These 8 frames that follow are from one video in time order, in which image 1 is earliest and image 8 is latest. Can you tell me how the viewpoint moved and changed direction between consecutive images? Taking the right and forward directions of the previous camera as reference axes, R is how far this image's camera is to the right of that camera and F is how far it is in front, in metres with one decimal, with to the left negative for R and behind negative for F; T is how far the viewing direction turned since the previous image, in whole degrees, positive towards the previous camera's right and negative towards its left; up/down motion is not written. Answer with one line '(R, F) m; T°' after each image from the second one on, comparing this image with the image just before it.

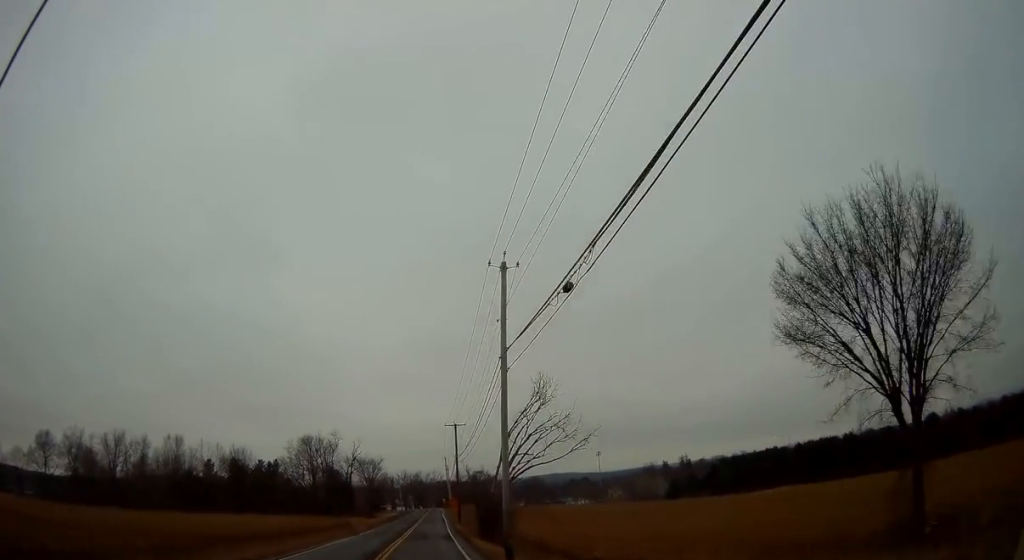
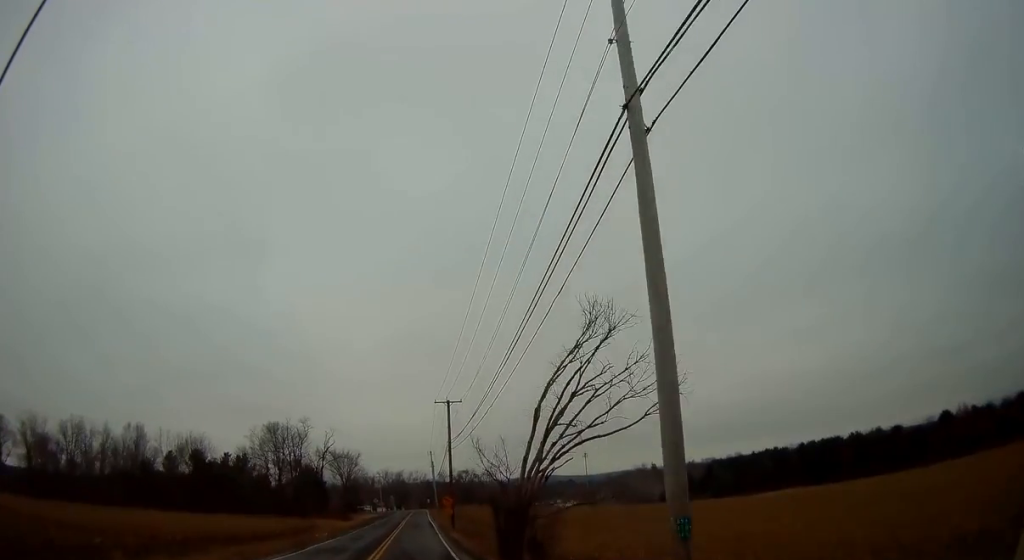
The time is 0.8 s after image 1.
(+0.5, +15.8) m; +1°
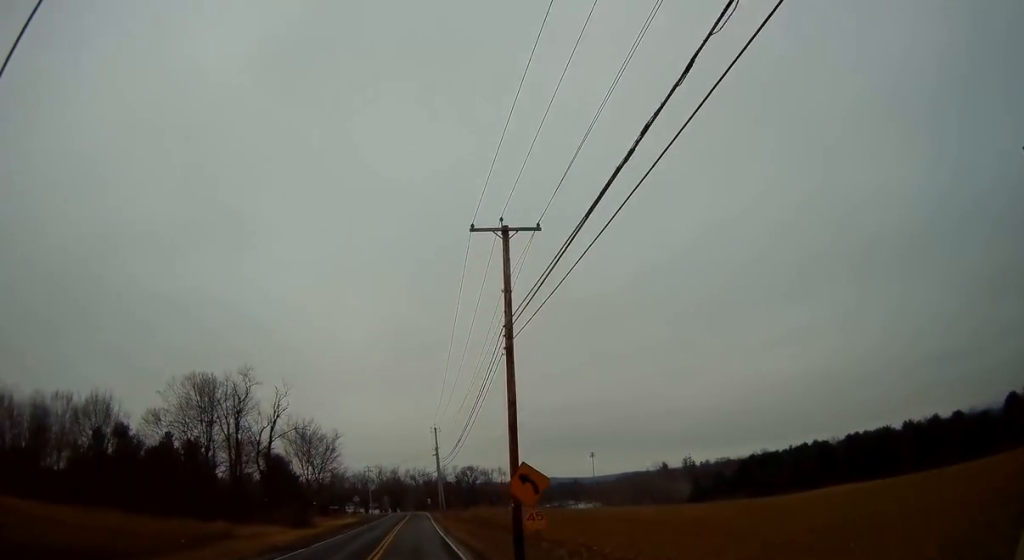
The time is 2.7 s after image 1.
(0.0, +34.3) m; 0°
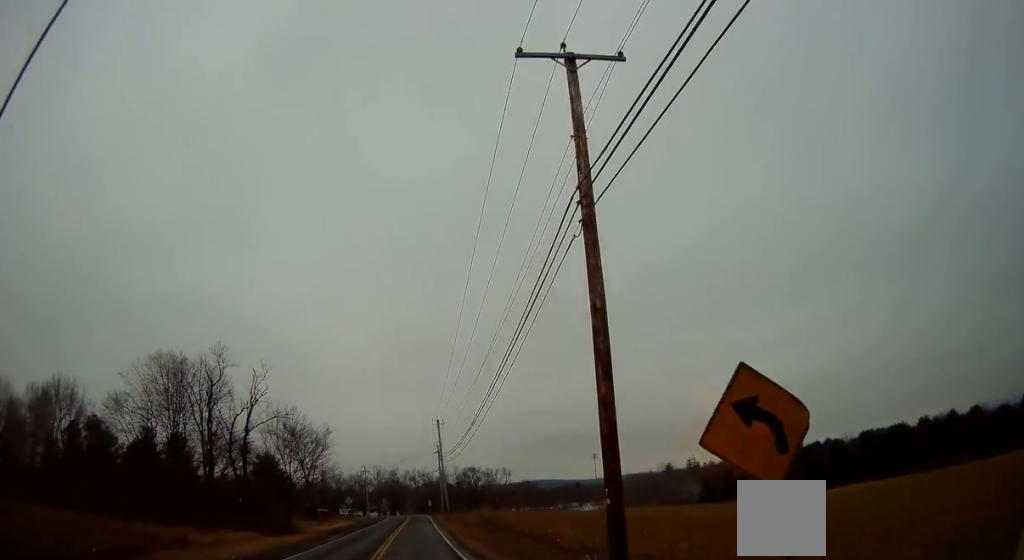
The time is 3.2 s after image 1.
(0.0, +9.3) m; 0°
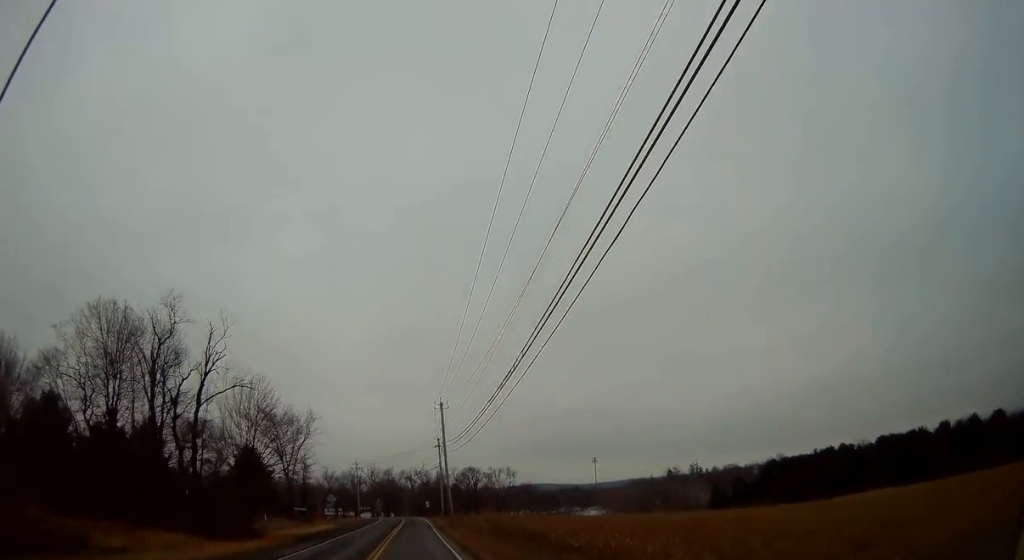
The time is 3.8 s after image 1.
(0.0, +12.4) m; 0°
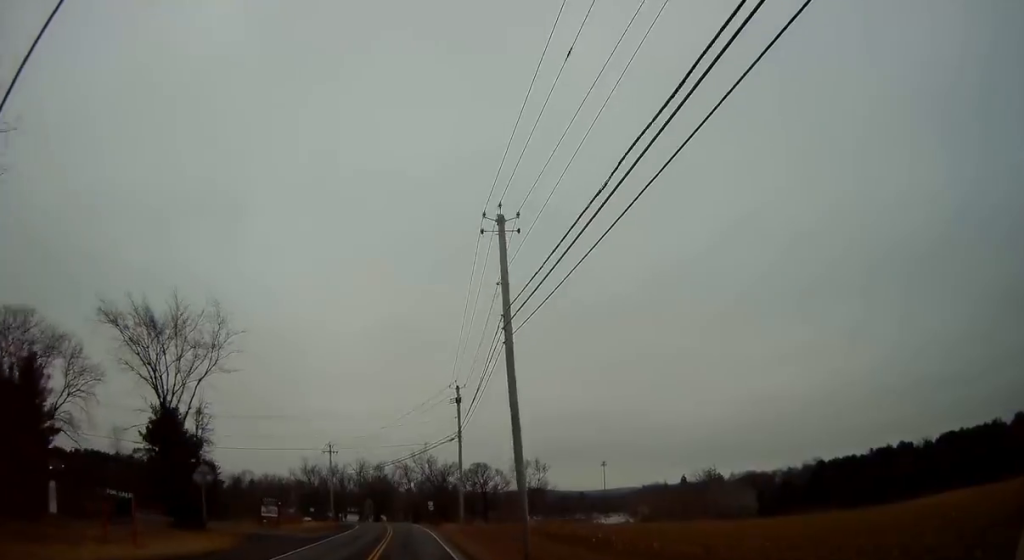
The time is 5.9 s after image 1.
(+0.5, +37.5) m; +1°
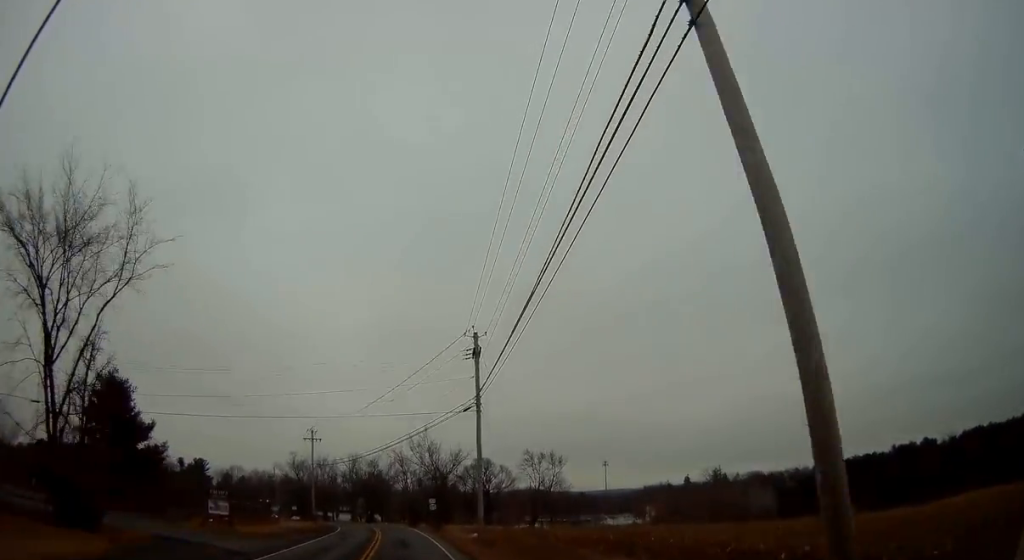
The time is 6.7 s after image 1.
(-0.1, +14.2) m; 0°
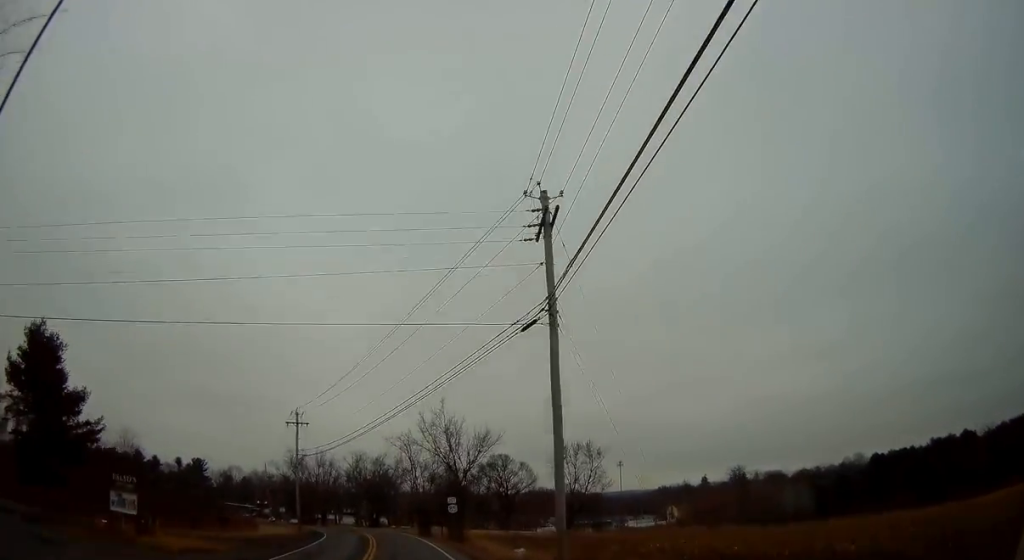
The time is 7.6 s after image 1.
(0.0, +15.8) m; -1°
